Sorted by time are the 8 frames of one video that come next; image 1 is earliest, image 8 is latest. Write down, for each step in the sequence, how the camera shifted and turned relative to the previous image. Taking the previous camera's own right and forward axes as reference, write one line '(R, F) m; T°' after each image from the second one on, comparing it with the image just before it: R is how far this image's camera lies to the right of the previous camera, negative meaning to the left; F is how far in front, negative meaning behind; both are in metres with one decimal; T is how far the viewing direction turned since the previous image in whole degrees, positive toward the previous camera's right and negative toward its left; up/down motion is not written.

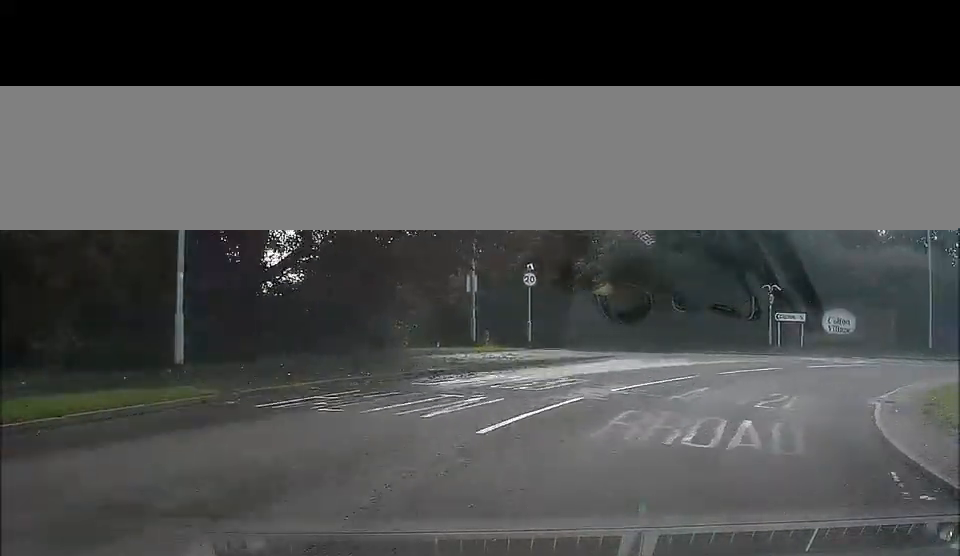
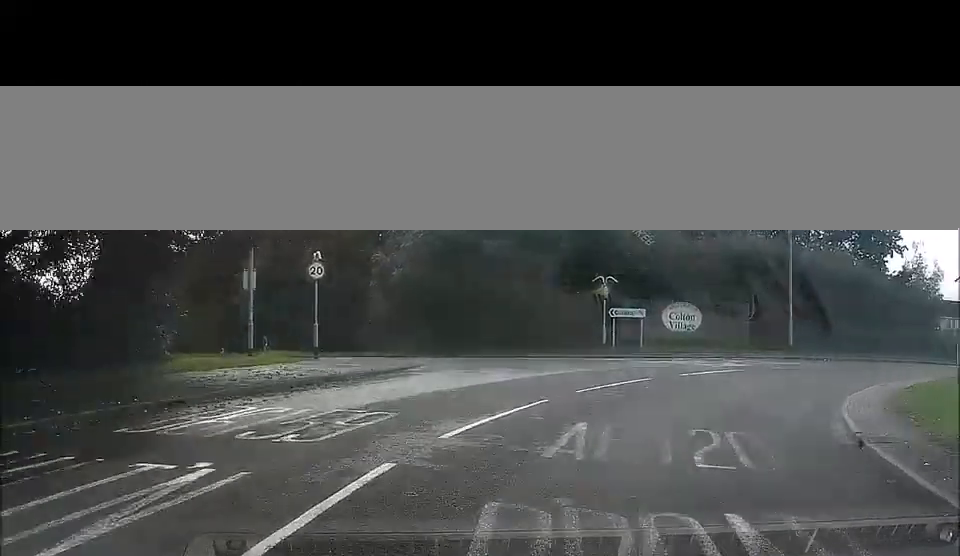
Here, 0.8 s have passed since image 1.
(+0.8, +6.6) m; +16°
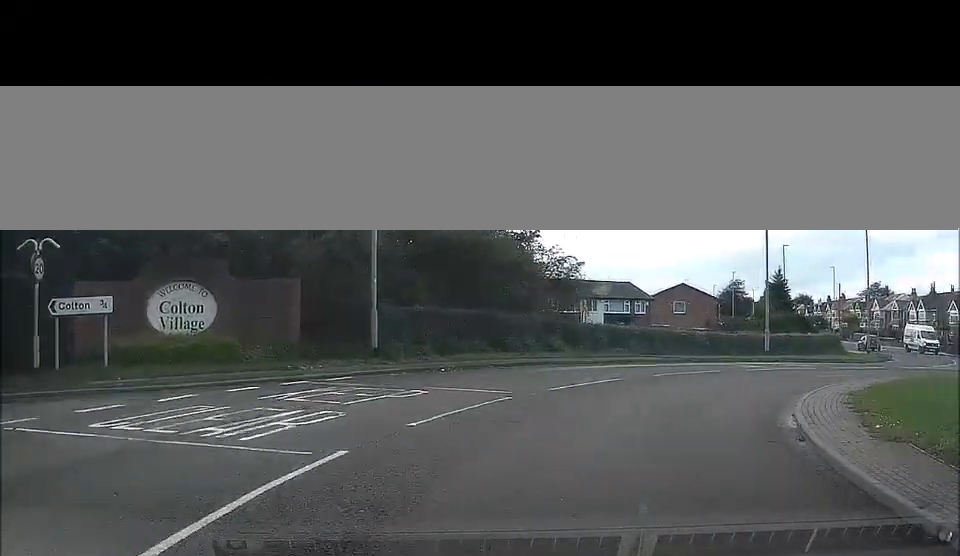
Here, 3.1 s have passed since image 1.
(+5.3, +15.7) m; +33°
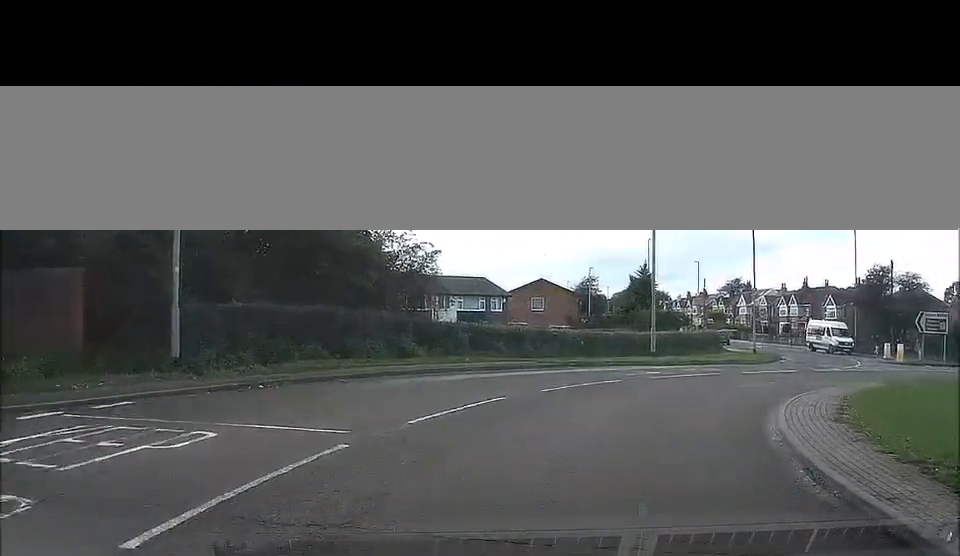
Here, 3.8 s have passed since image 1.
(+0.3, +4.1) m; +9°
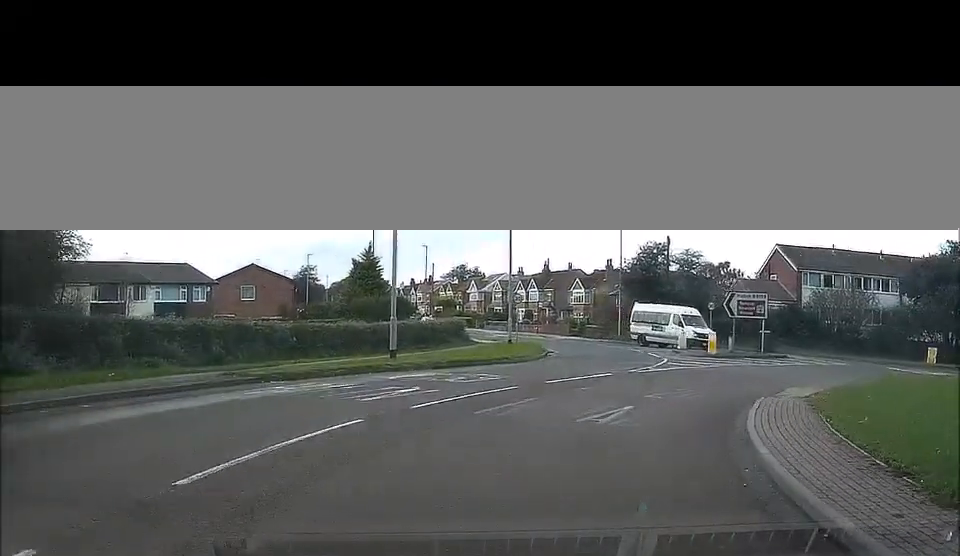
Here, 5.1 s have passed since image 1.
(+1.4, +8.2) m; +20°
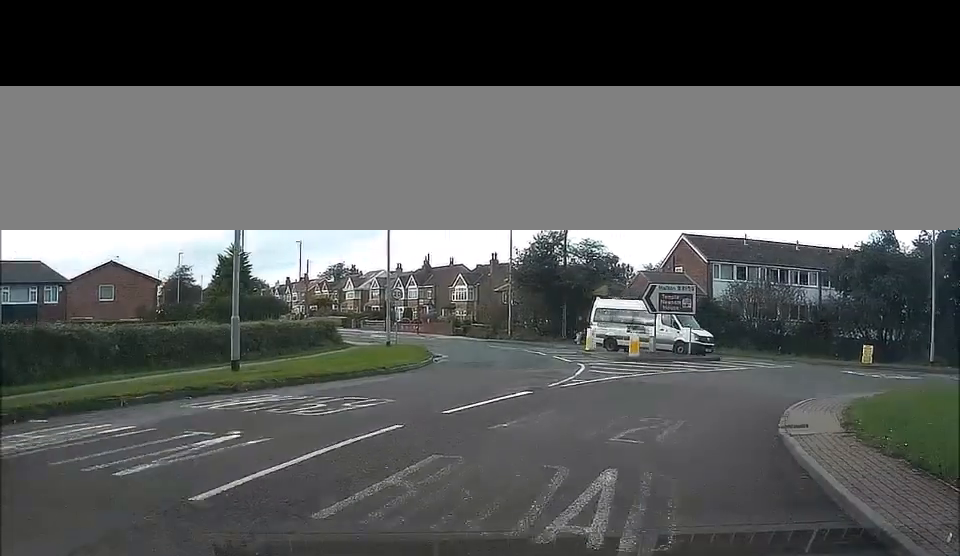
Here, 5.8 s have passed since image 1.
(+0.7, +6.1) m; +11°
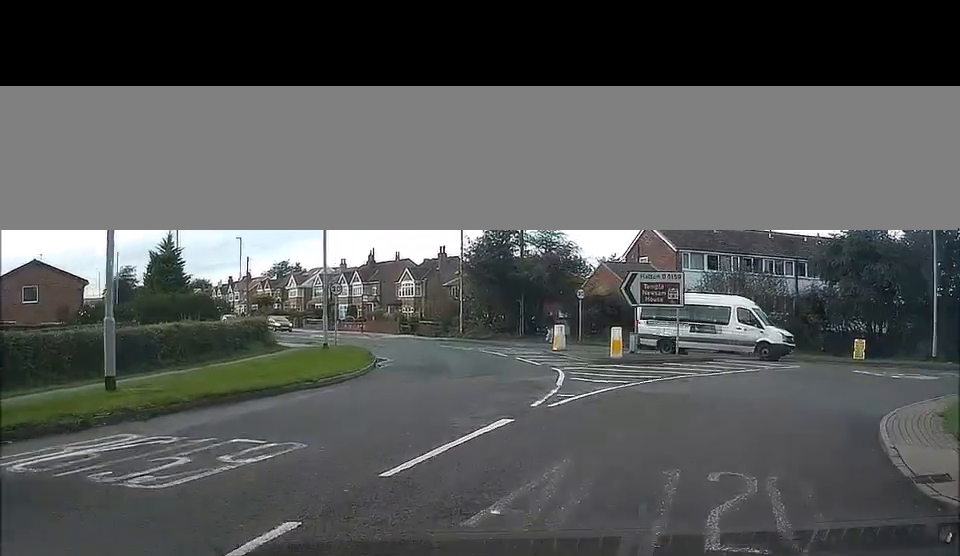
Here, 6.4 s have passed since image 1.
(+0.4, +5.0) m; +5°
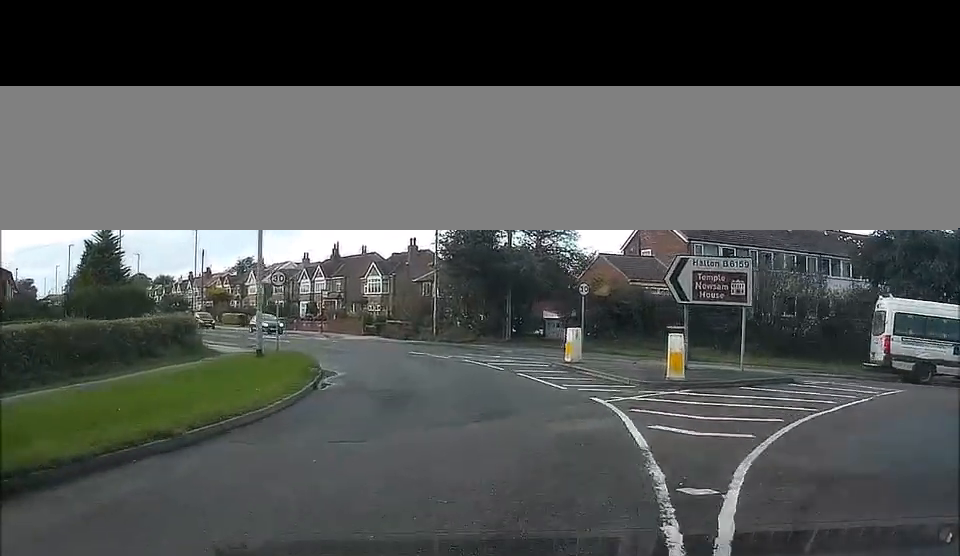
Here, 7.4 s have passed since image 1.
(+0.2, +6.9) m; +5°
